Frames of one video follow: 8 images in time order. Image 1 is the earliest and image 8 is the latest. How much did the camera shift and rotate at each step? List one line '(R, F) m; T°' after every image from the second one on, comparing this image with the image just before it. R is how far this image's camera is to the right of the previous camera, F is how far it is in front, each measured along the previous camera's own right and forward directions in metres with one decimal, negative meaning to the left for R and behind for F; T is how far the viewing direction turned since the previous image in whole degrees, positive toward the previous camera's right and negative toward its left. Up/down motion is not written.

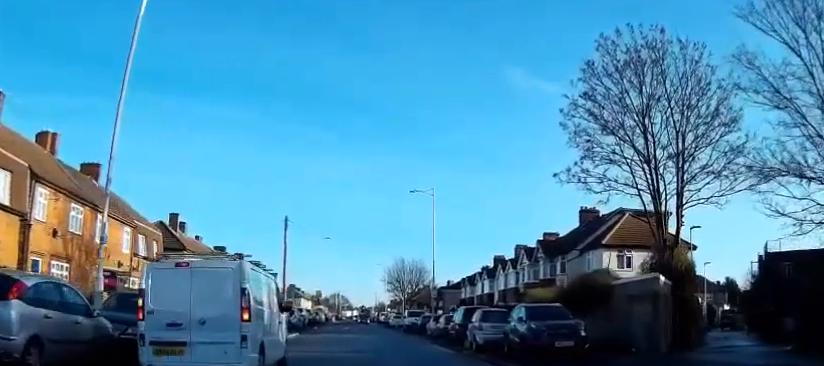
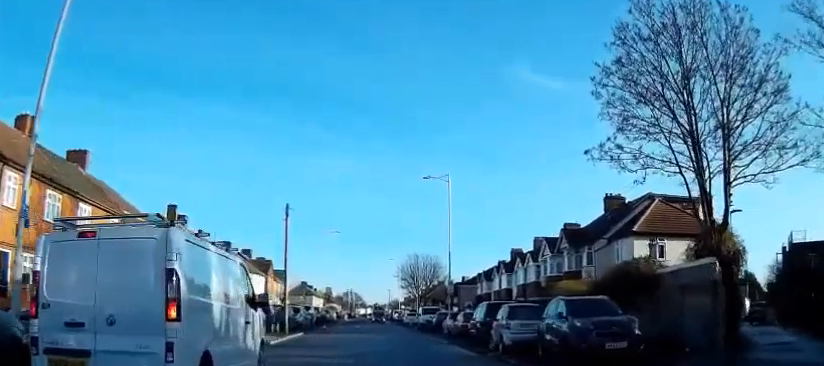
(+0.1, +3.2) m; -2°
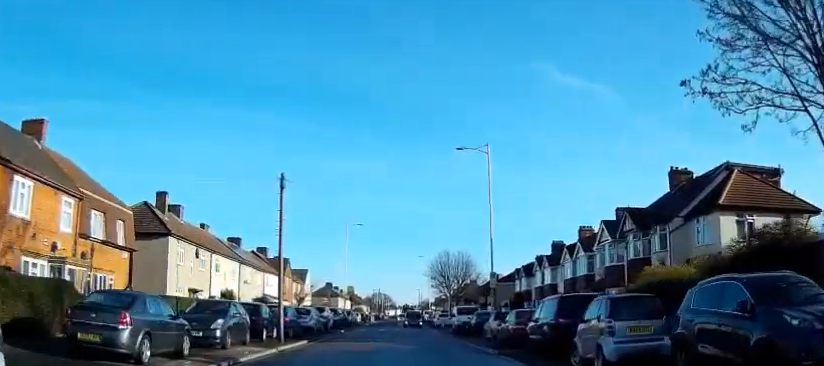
(-0.4, +7.5) m; -3°
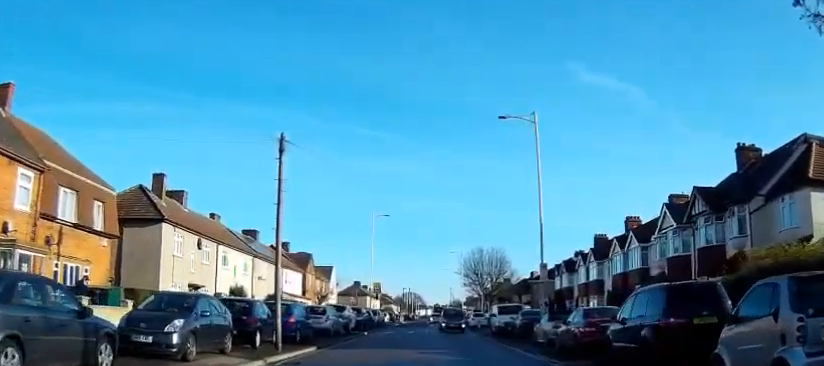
(0.0, +5.6) m; 0°
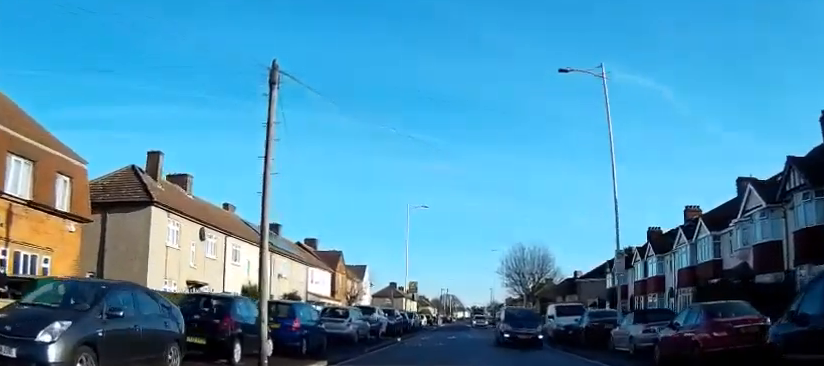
(0.0, +6.1) m; 0°
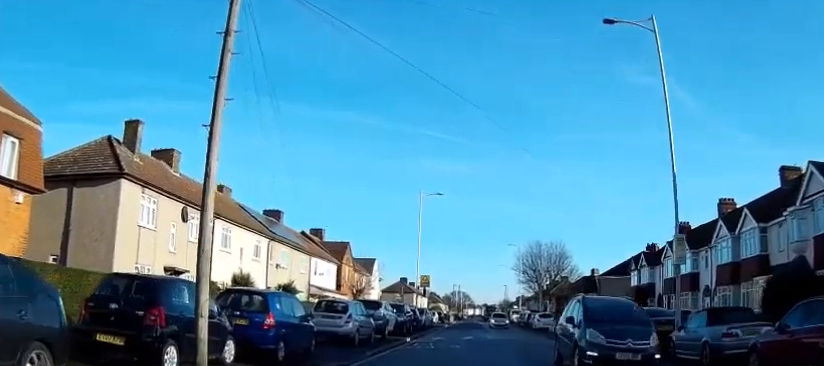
(0.0, +4.4) m; -1°
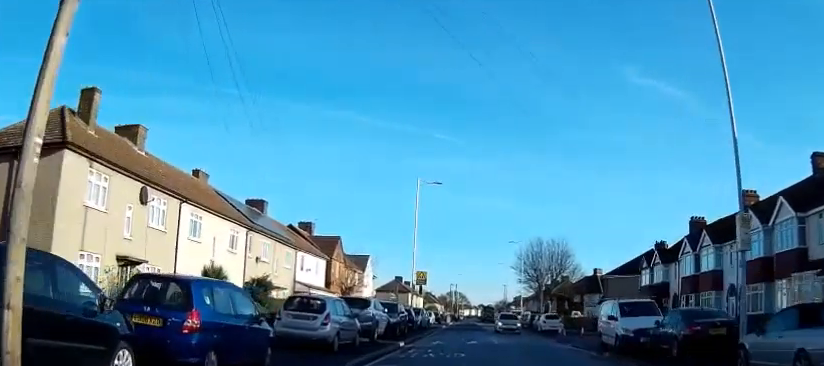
(0.0, +4.4) m; -1°
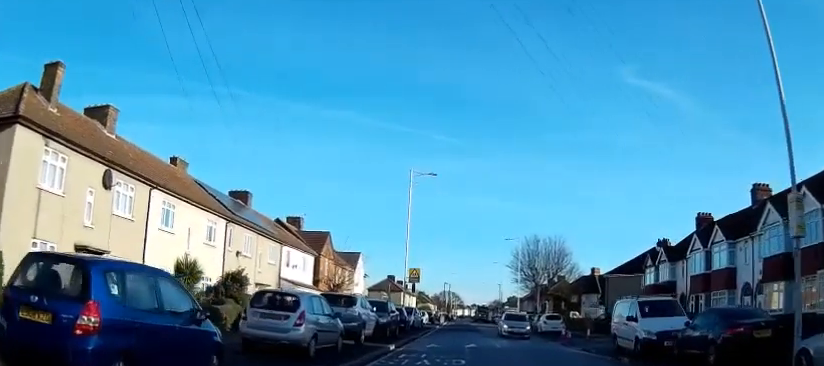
(0.0, +2.8) m; 0°
